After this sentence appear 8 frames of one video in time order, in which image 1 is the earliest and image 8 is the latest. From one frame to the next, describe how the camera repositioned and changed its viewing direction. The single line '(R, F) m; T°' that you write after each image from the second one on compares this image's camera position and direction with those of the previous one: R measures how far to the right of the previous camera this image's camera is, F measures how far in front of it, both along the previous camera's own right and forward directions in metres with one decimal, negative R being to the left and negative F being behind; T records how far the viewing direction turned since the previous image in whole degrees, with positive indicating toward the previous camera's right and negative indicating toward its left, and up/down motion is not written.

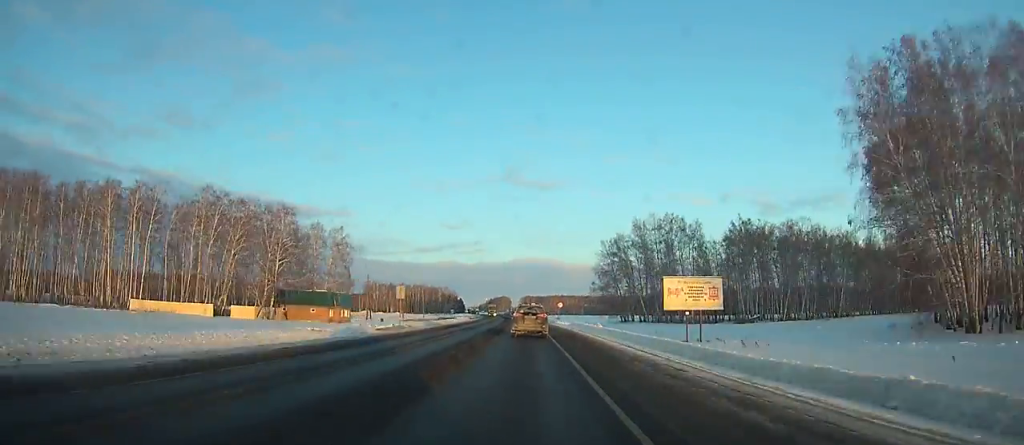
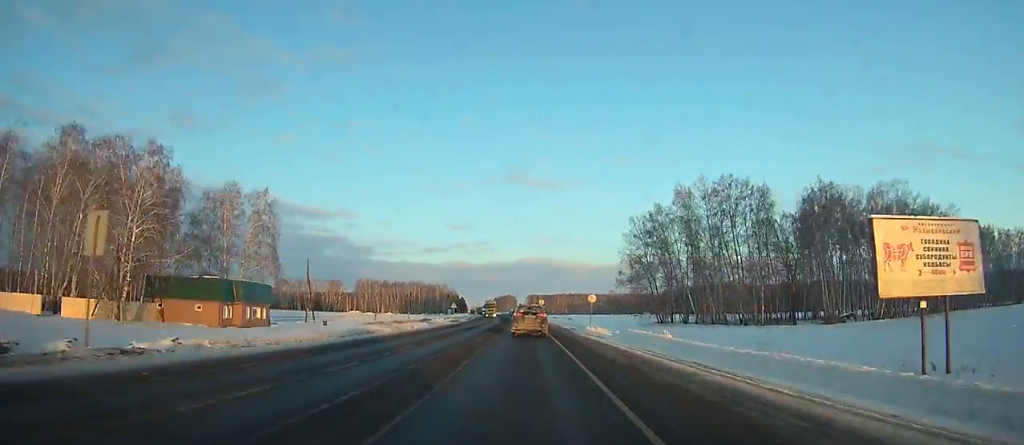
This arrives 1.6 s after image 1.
(-0.6, +35.5) m; -1°
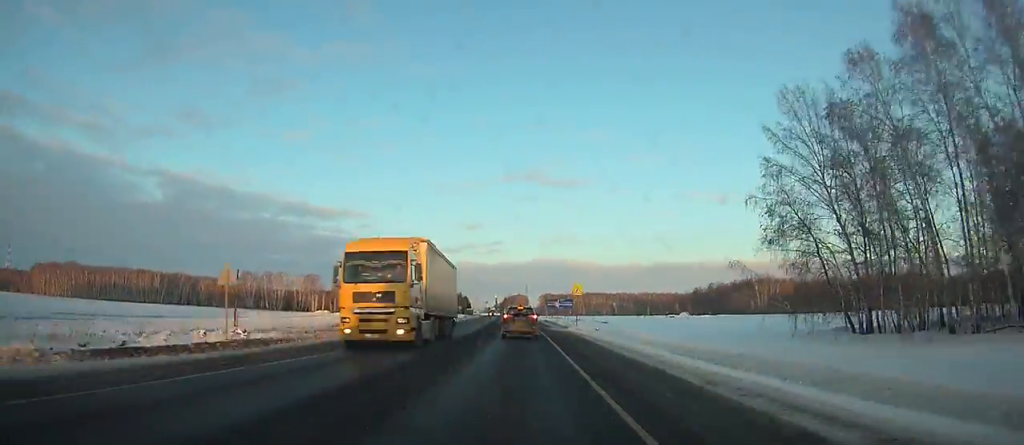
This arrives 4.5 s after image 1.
(-1.0, +63.2) m; -2°
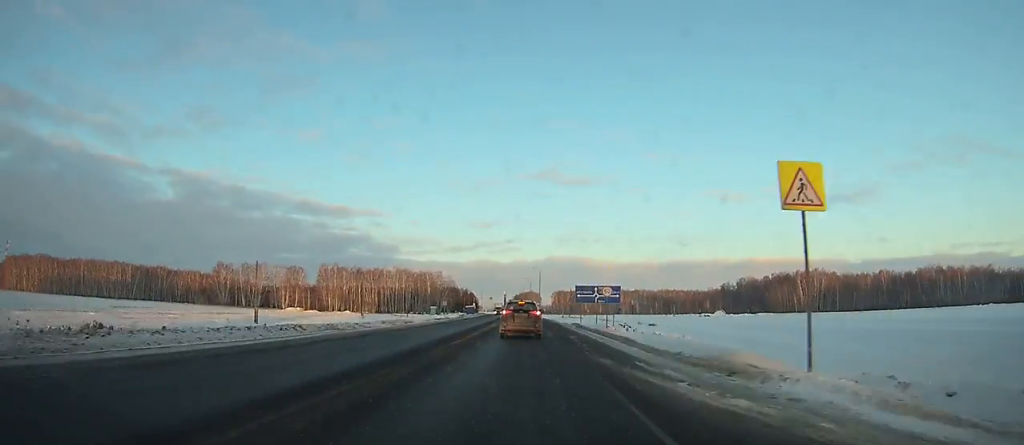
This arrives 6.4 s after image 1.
(-0.3, +40.2) m; -1°
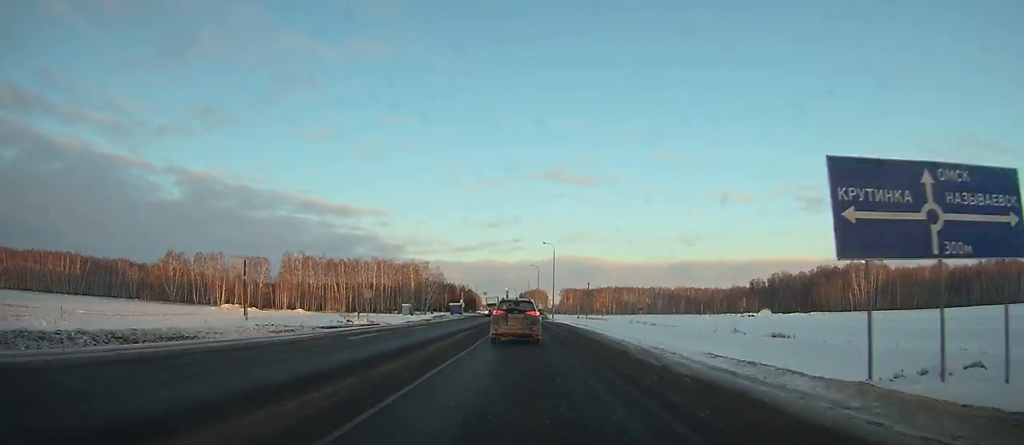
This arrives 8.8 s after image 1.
(-0.2, +48.2) m; -1°
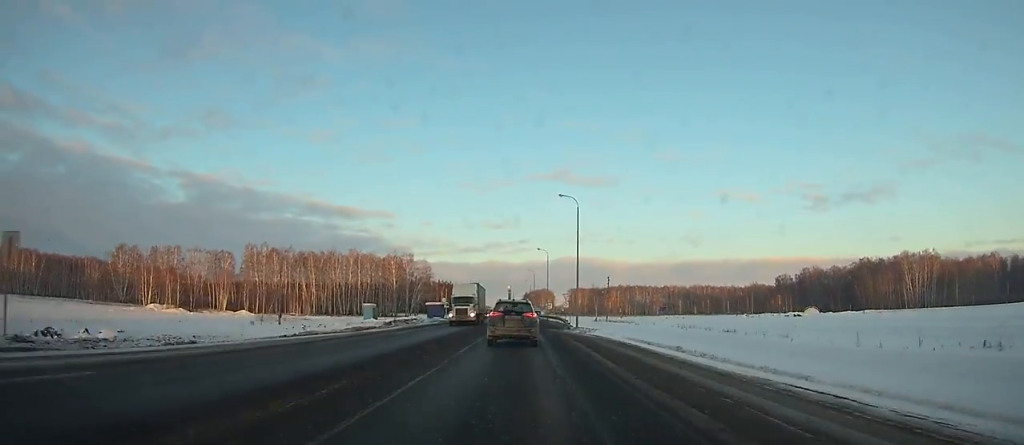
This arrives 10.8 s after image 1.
(-0.3, +36.7) m; -1°
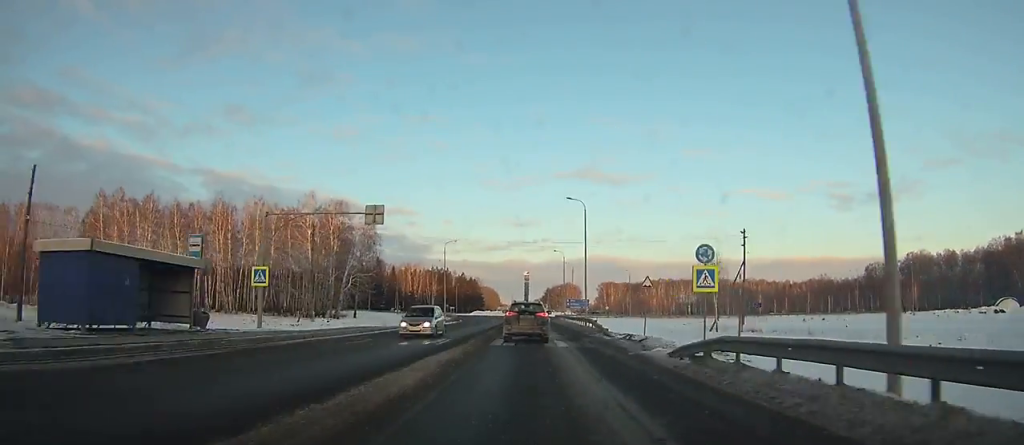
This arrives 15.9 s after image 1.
(-1.3, +84.3) m; -2°
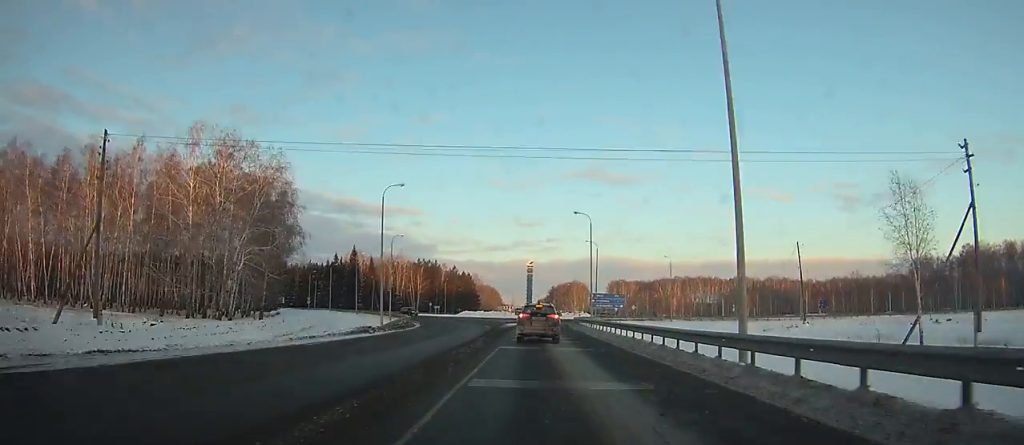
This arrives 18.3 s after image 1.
(-0.3, +35.3) m; 0°
